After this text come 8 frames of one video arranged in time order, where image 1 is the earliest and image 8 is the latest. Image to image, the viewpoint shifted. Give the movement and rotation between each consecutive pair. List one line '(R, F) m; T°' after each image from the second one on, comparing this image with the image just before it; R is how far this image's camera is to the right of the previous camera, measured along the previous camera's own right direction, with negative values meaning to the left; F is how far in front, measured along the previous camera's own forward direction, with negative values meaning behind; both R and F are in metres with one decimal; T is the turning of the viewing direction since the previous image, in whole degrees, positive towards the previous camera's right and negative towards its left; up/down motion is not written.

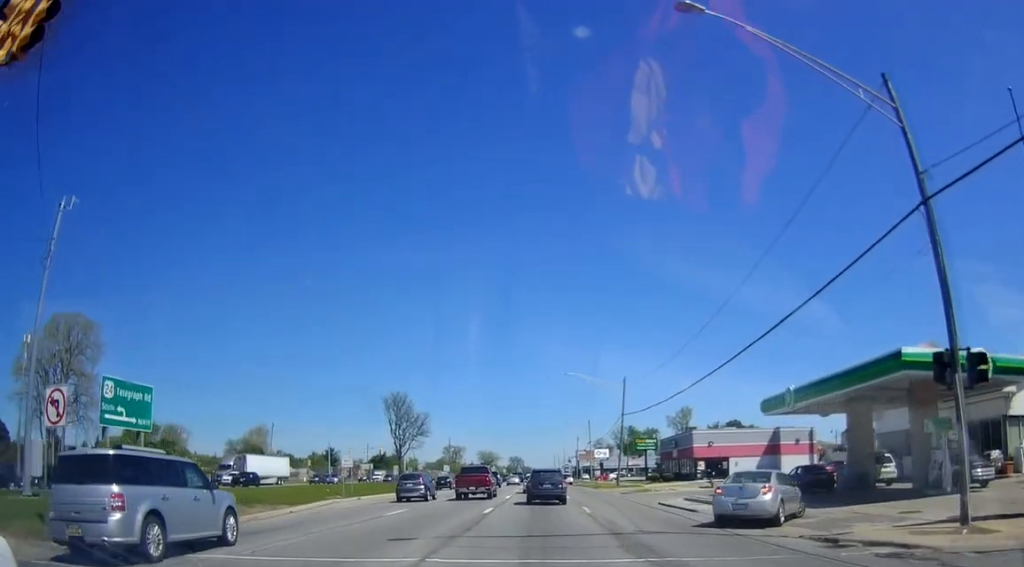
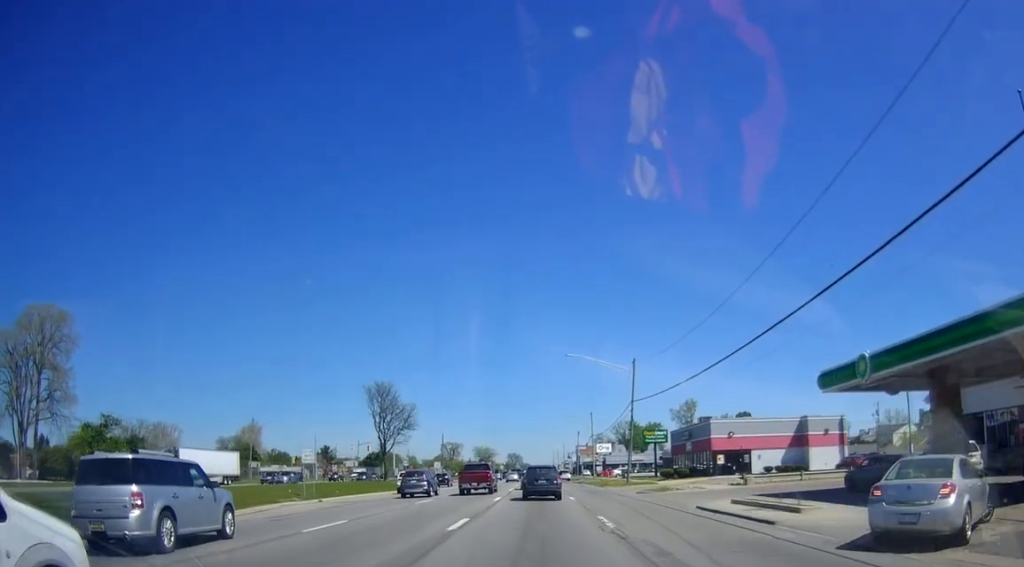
(+0.2, +8.1) m; +2°
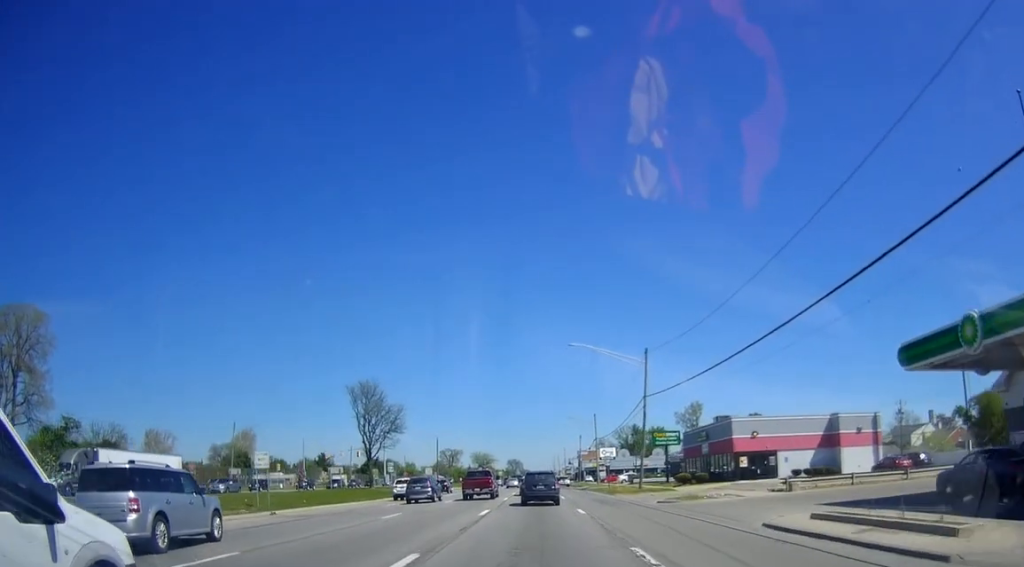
(+0.1, +7.1) m; +1°
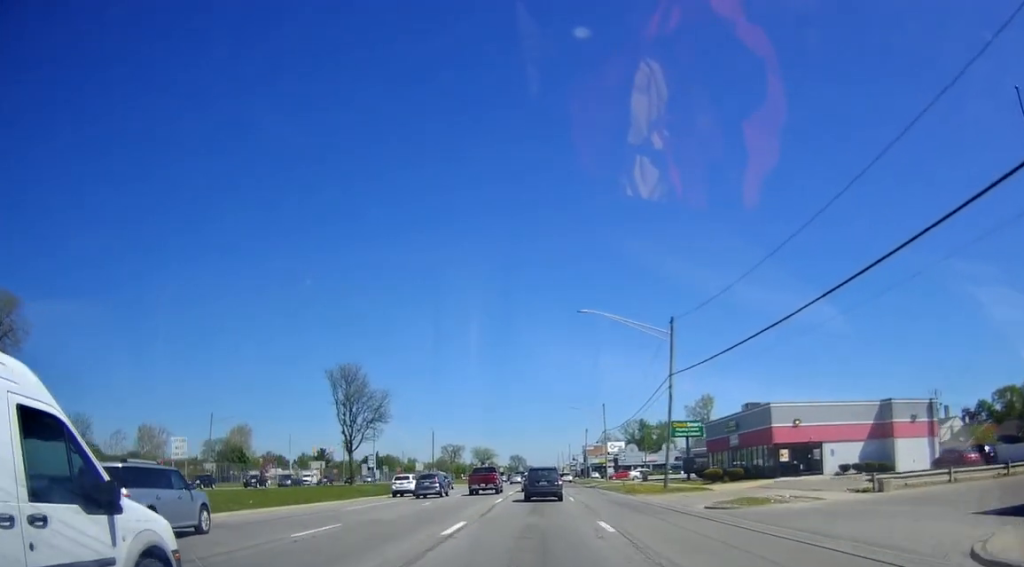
(+0.3, +8.8) m; -1°
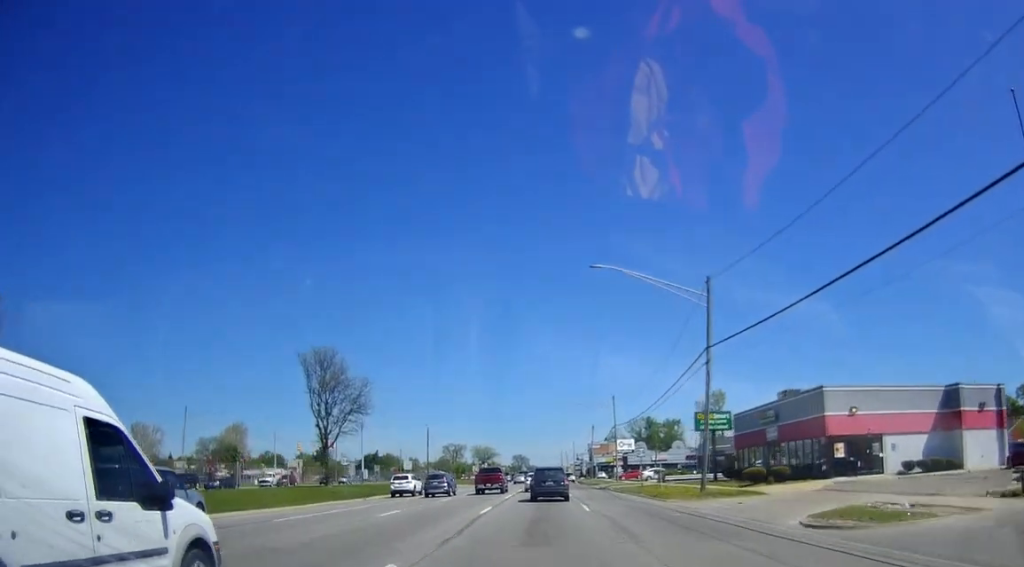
(-0.3, +8.7) m; 0°
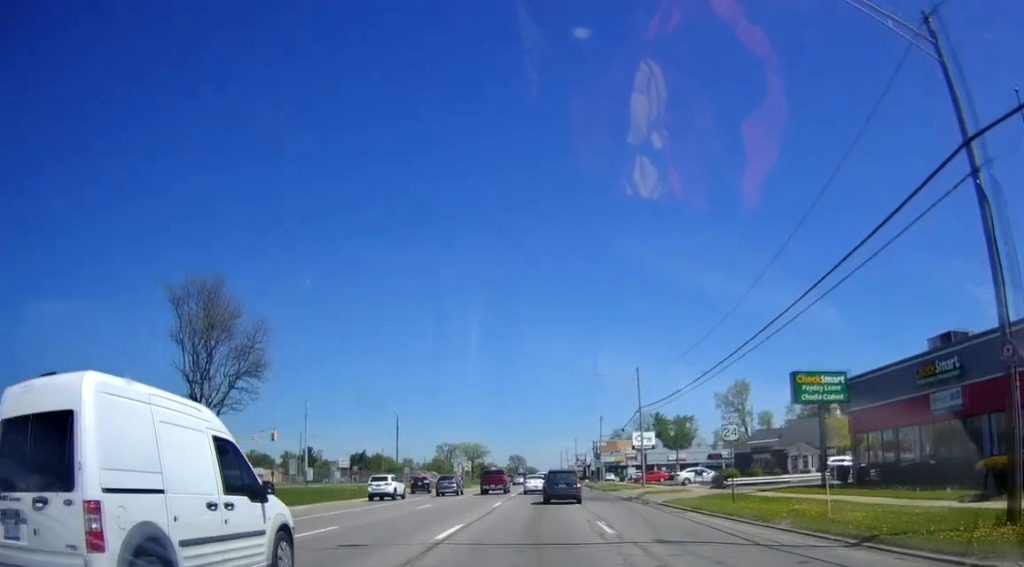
(+0.4, +22.3) m; +3°
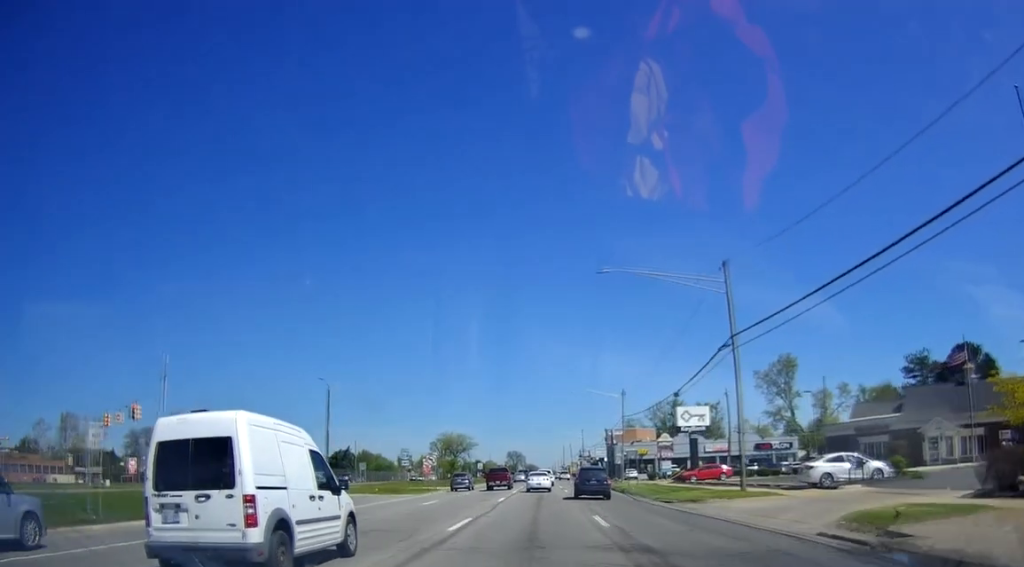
(-1.2, +29.9) m; -3°
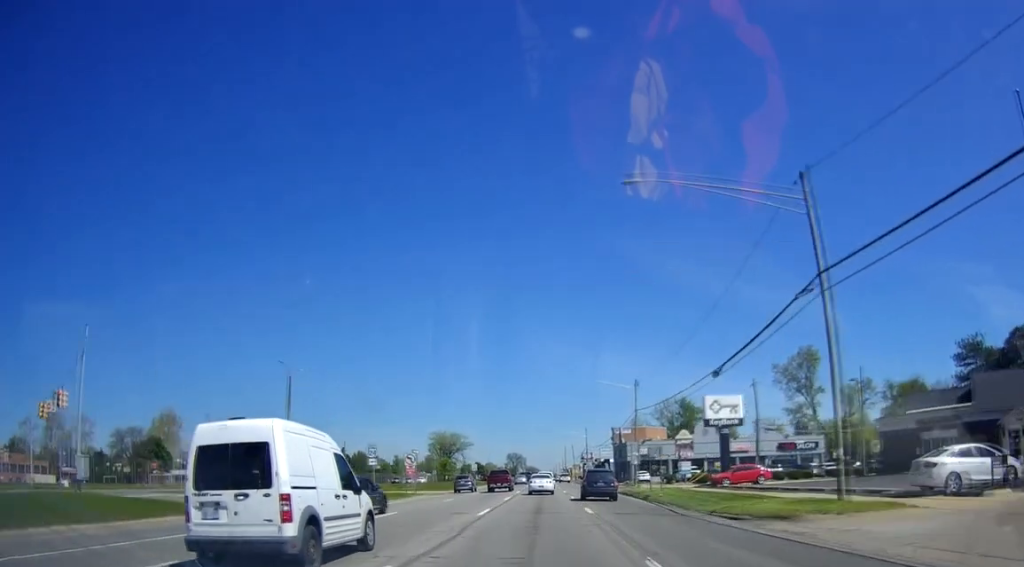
(+0.2, +10.3) m; +1°
